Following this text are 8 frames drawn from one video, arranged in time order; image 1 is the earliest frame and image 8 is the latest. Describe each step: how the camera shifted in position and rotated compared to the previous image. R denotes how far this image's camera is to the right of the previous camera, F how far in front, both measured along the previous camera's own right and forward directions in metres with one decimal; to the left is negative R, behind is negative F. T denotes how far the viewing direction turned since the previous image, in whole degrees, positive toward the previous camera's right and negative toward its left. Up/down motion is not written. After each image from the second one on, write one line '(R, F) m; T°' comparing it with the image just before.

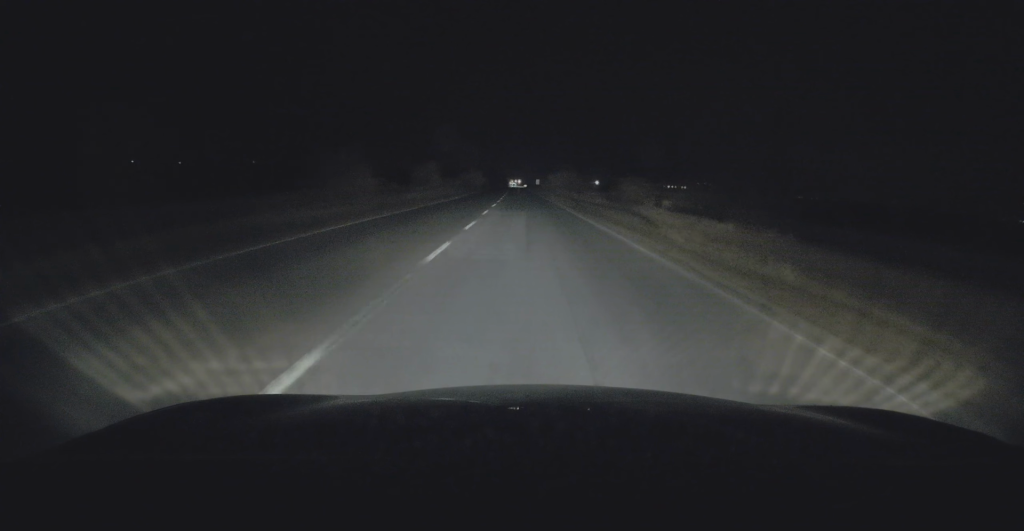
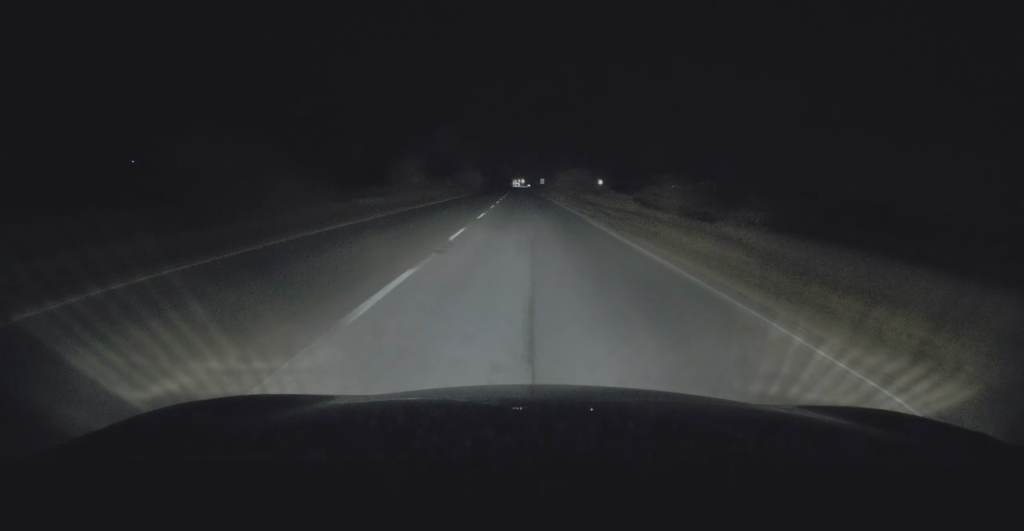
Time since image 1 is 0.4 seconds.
(0.0, +10.7) m; 0°
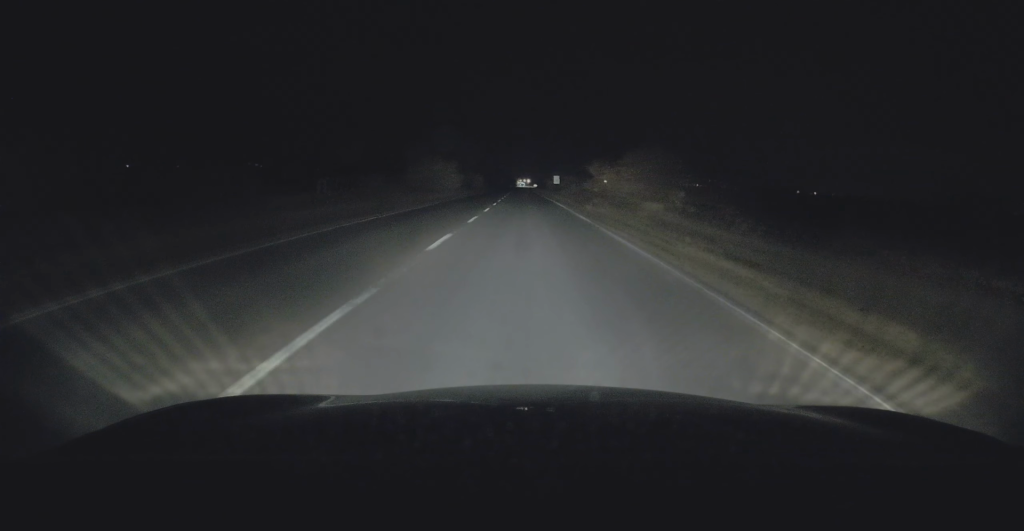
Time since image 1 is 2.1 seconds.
(-0.3, +40.7) m; 0°
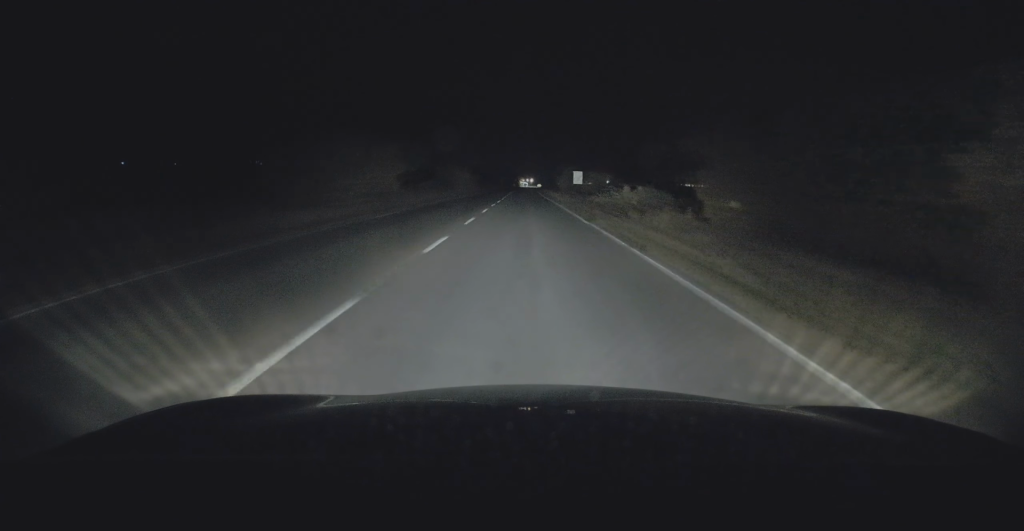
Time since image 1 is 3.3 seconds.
(+0.1, +30.9) m; -1°
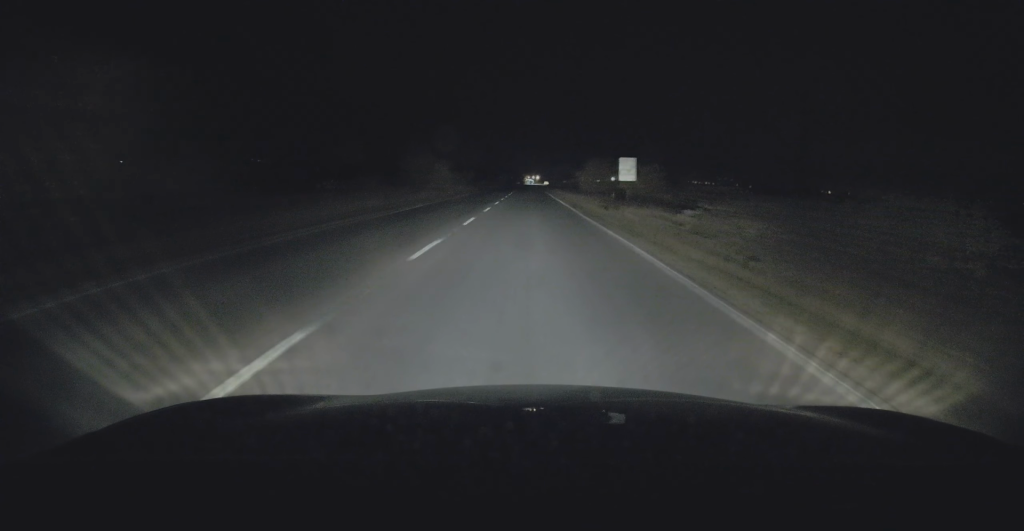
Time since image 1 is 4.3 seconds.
(-0.4, +24.1) m; -1°
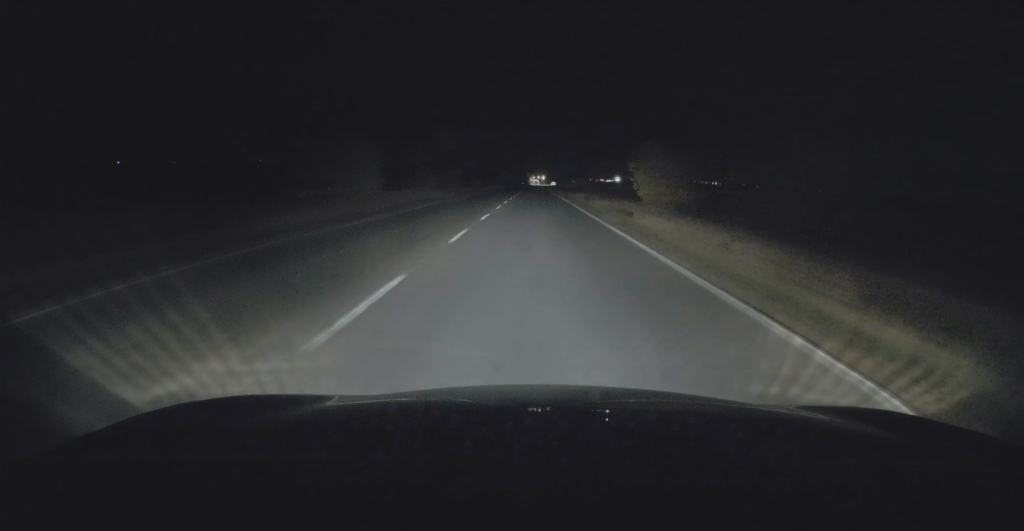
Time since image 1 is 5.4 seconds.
(-0.1, +27.9) m; 0°
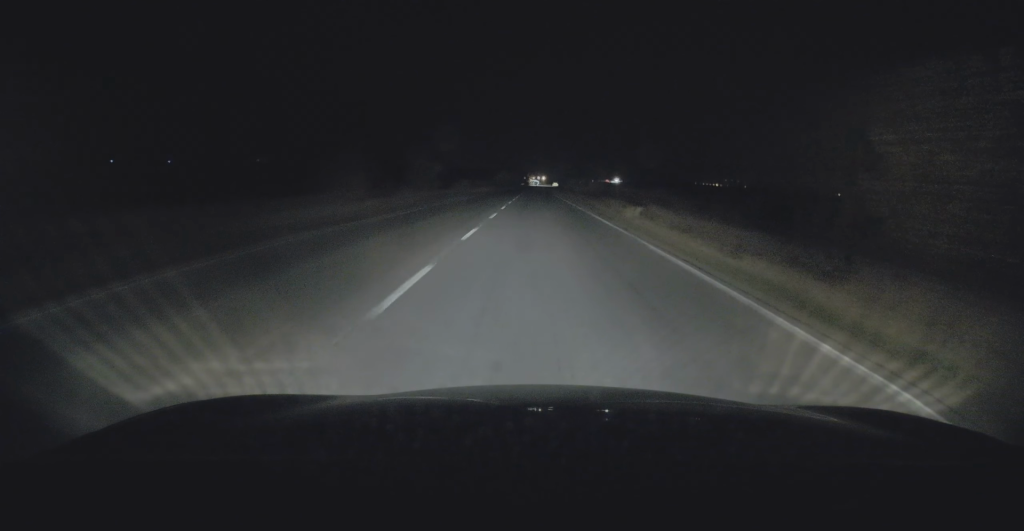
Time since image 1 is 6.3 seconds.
(+0.1, +21.9) m; 0°
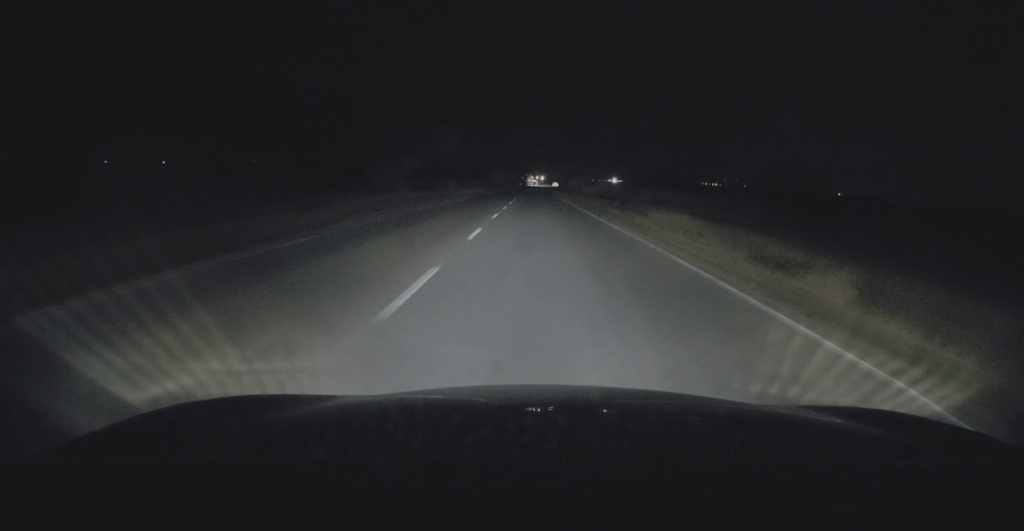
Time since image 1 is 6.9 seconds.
(+0.1, +15.3) m; 0°
